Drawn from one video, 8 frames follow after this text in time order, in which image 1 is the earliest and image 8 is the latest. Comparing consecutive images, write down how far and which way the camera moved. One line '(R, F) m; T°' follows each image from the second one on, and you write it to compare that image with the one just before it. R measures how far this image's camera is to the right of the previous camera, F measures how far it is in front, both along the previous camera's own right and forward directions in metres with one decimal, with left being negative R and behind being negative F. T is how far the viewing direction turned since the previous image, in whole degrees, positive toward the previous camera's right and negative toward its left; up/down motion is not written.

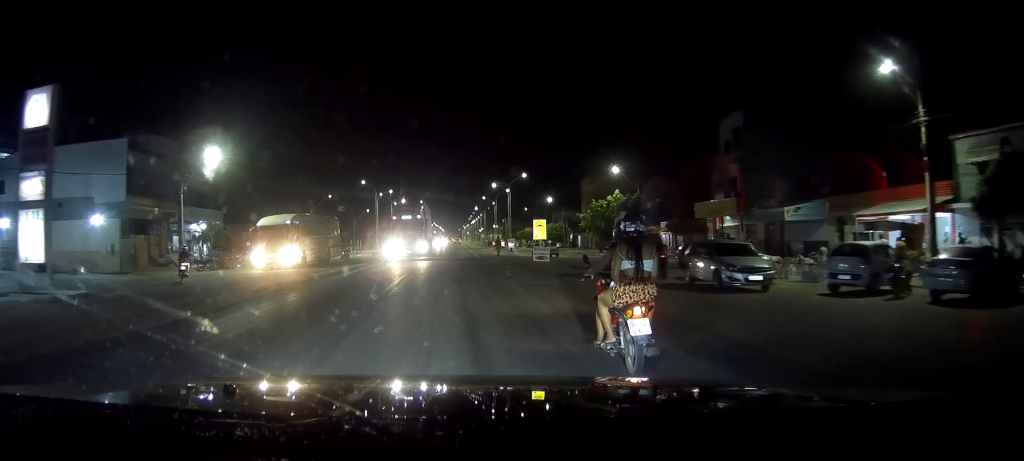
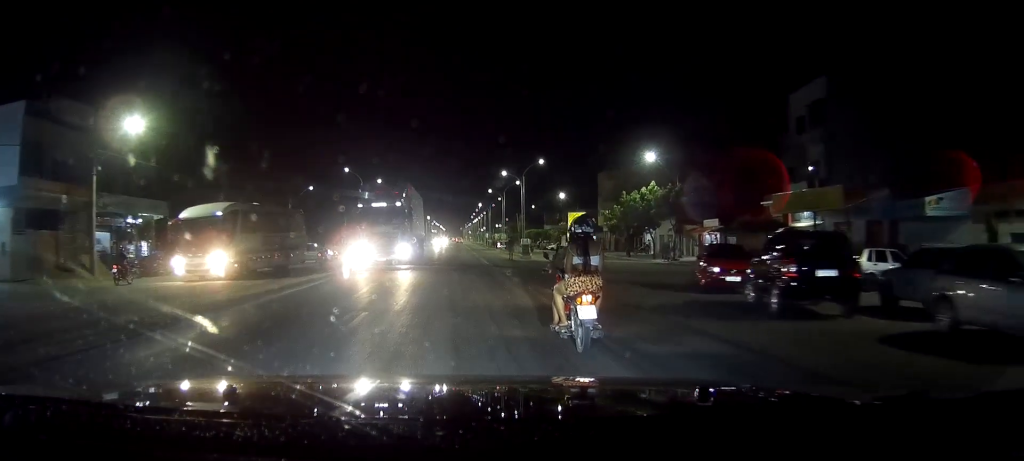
(-0.1, +12.6) m; -1°
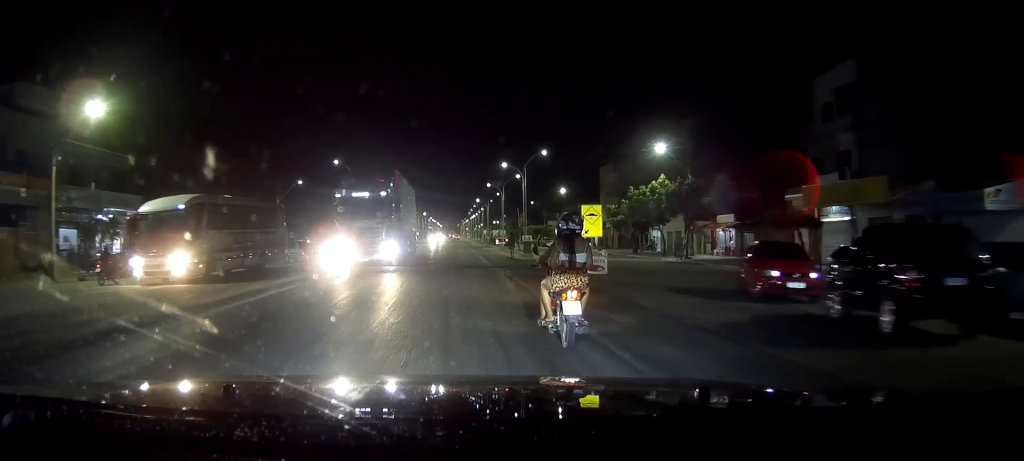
(0.0, +3.8) m; -1°
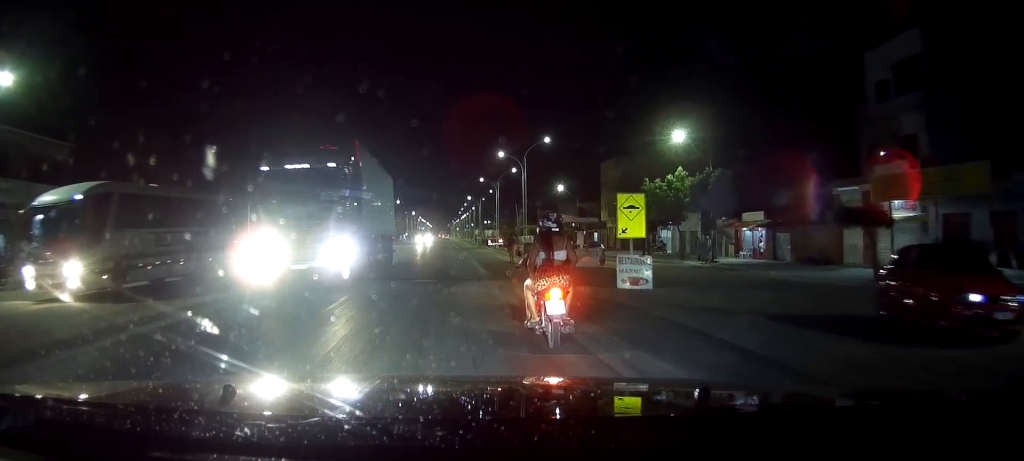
(-0.1, +7.2) m; -2°
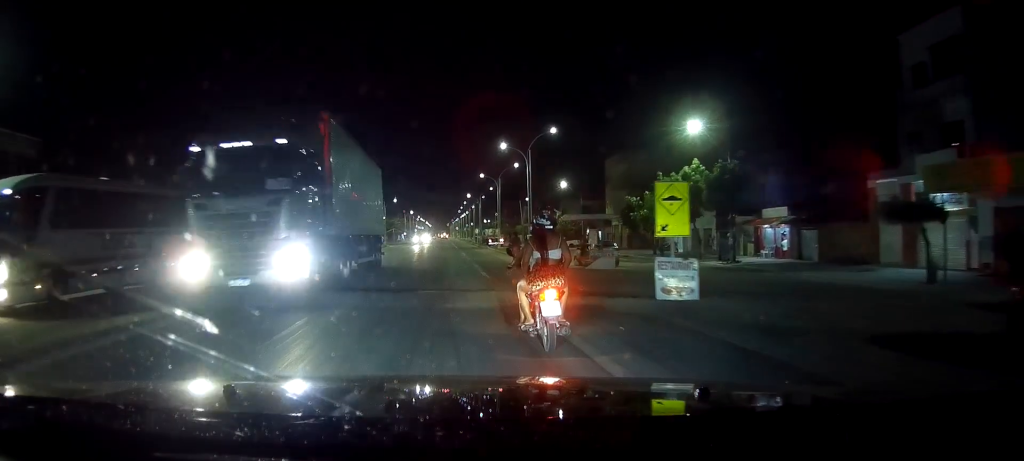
(-0.1, +3.5) m; 0°
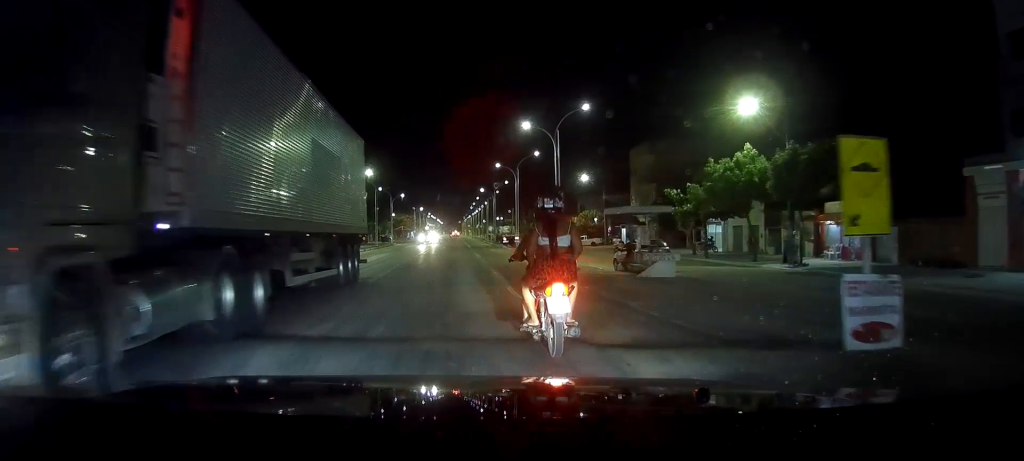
(+0.1, +6.9) m; +1°
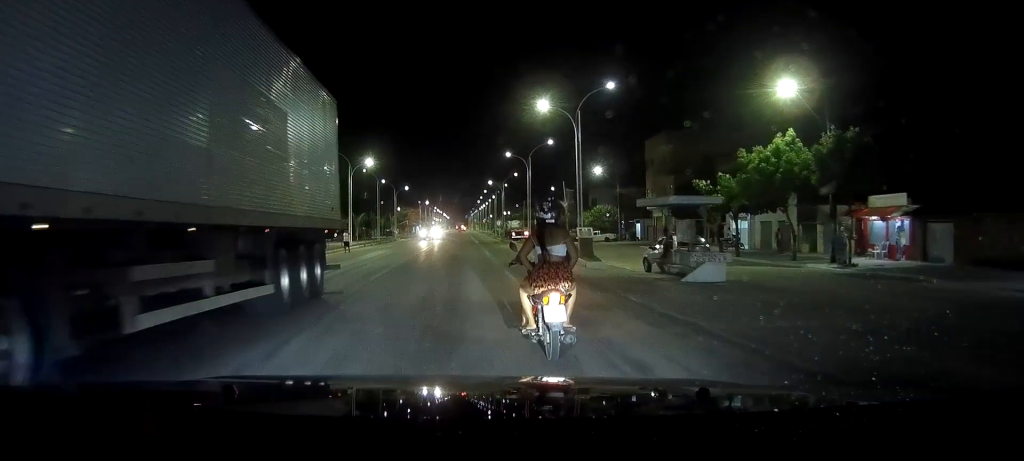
(0.0, +4.0) m; -1°
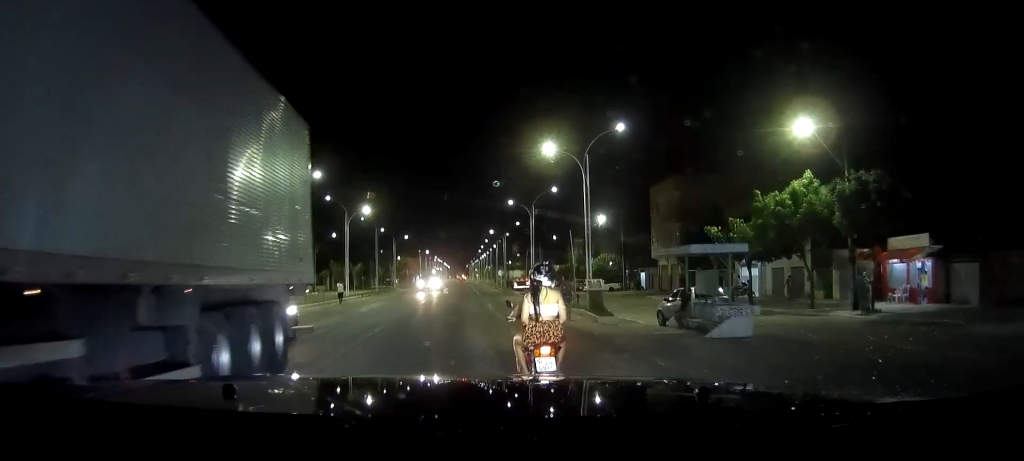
(0.0, +2.2) m; -1°
